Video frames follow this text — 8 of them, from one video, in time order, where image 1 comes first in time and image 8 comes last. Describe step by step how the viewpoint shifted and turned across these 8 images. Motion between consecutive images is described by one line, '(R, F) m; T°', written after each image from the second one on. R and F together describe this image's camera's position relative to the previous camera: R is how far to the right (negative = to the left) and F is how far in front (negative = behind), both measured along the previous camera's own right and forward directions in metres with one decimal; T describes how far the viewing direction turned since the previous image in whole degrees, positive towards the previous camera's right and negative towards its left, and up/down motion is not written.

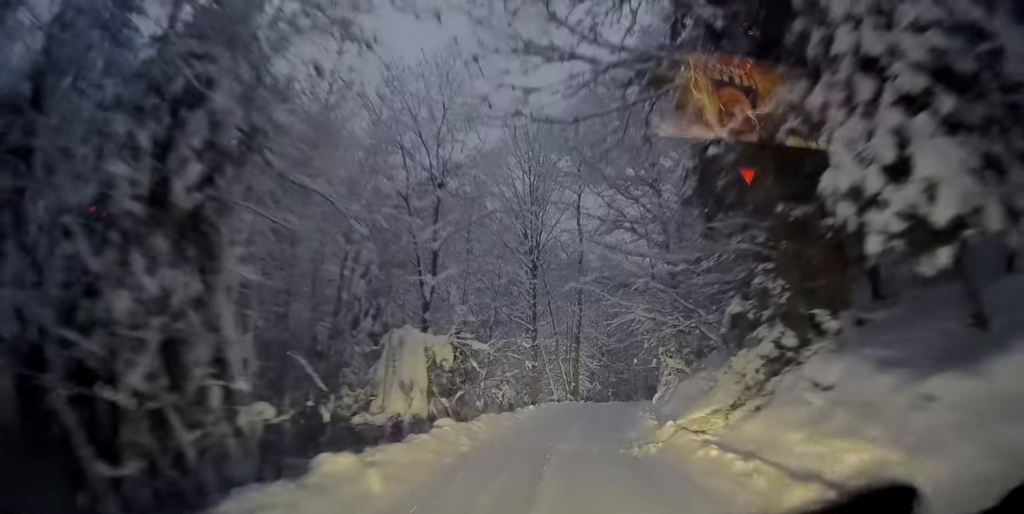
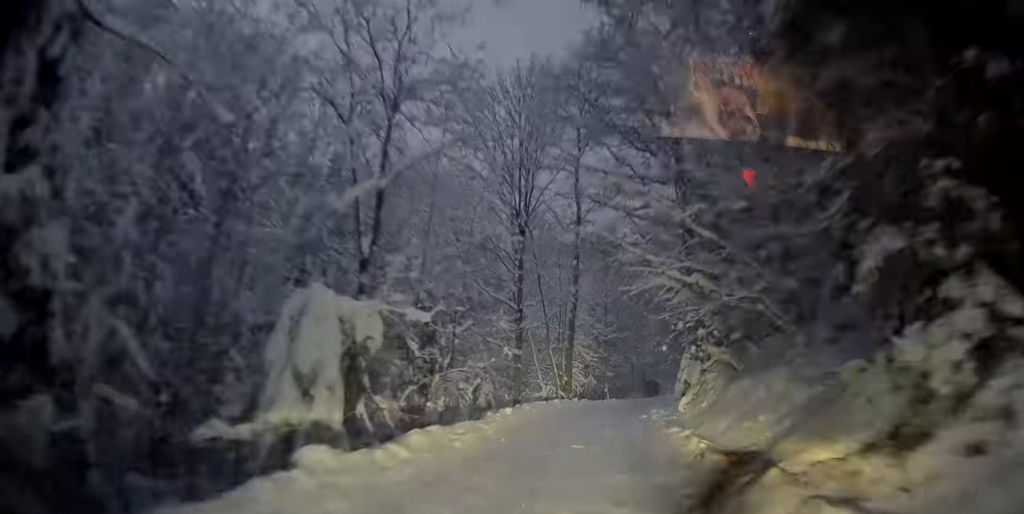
(0.0, +5.7) m; 0°
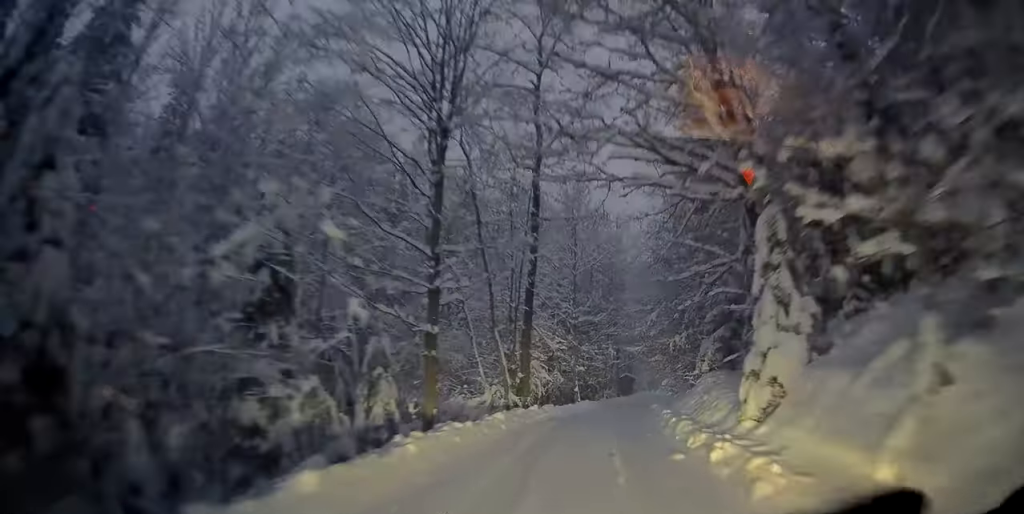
(+0.1, +10.6) m; +1°
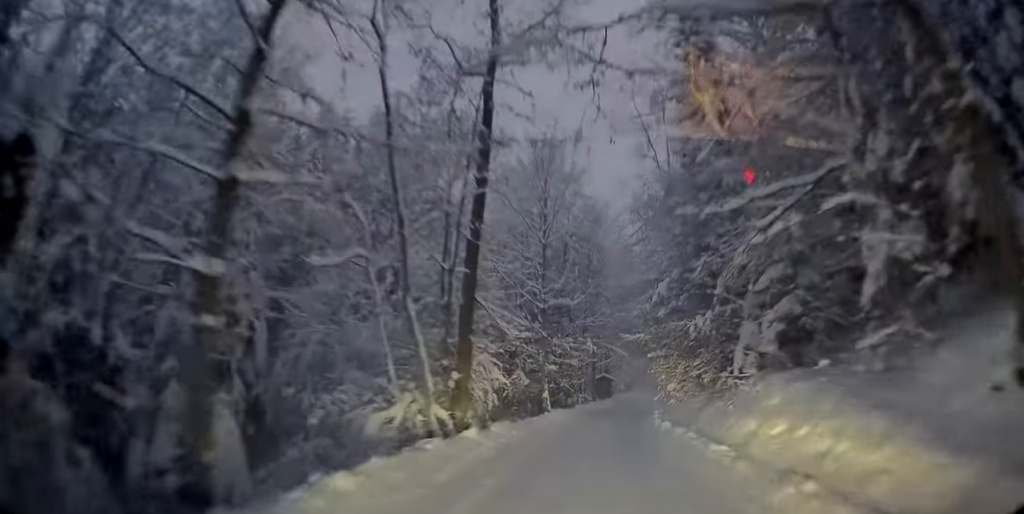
(+0.1, +8.6) m; +2°
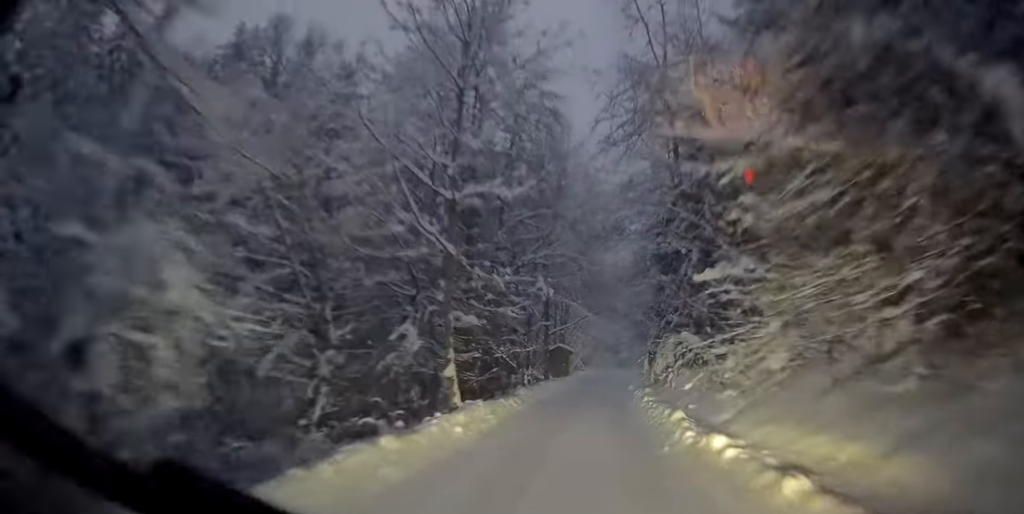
(+0.4, +13.0) m; +4°
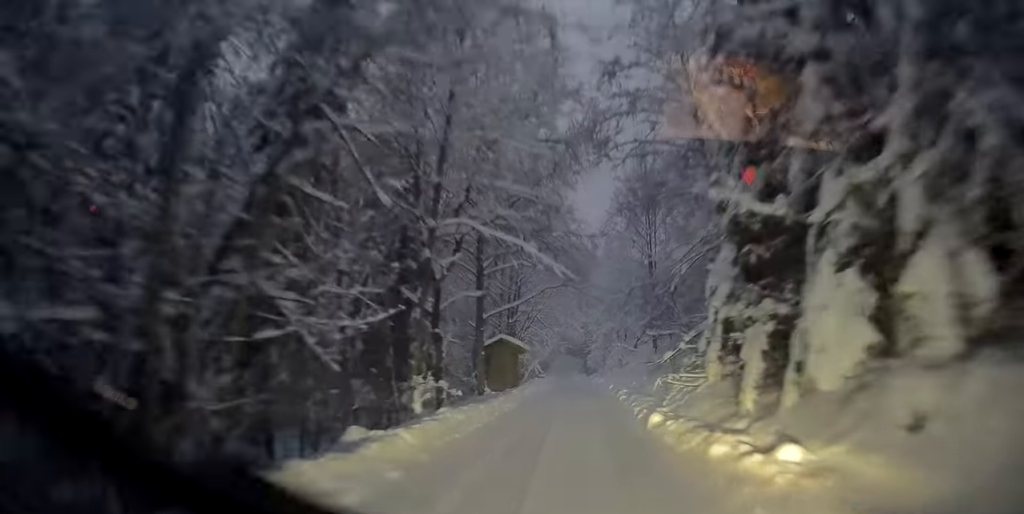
(+1.0, +15.6) m; +8°
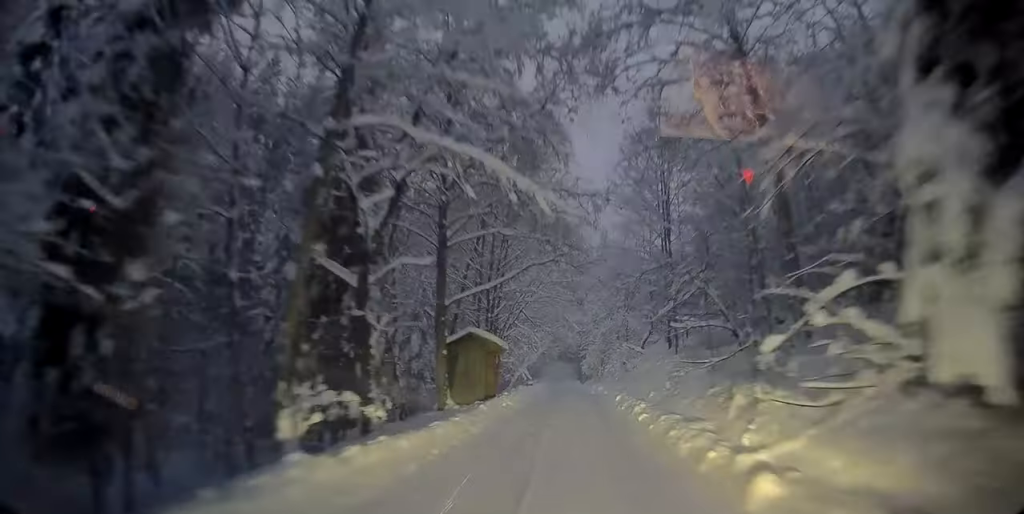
(0.0, +6.3) m; +4°
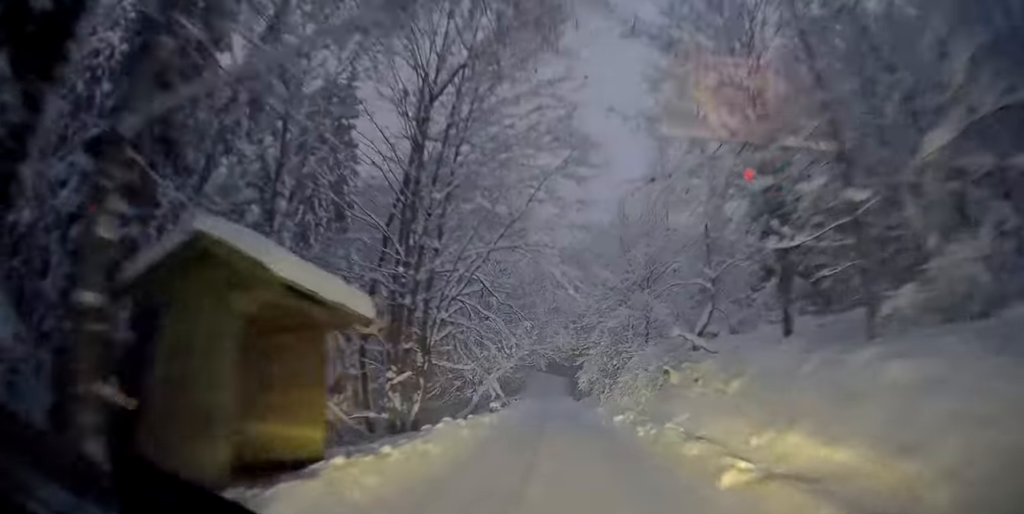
(+1.0, +13.3) m; +3°
